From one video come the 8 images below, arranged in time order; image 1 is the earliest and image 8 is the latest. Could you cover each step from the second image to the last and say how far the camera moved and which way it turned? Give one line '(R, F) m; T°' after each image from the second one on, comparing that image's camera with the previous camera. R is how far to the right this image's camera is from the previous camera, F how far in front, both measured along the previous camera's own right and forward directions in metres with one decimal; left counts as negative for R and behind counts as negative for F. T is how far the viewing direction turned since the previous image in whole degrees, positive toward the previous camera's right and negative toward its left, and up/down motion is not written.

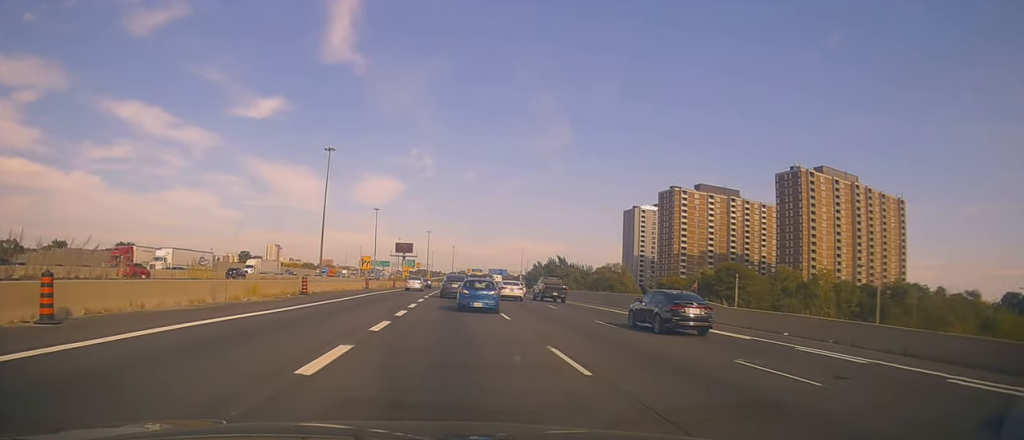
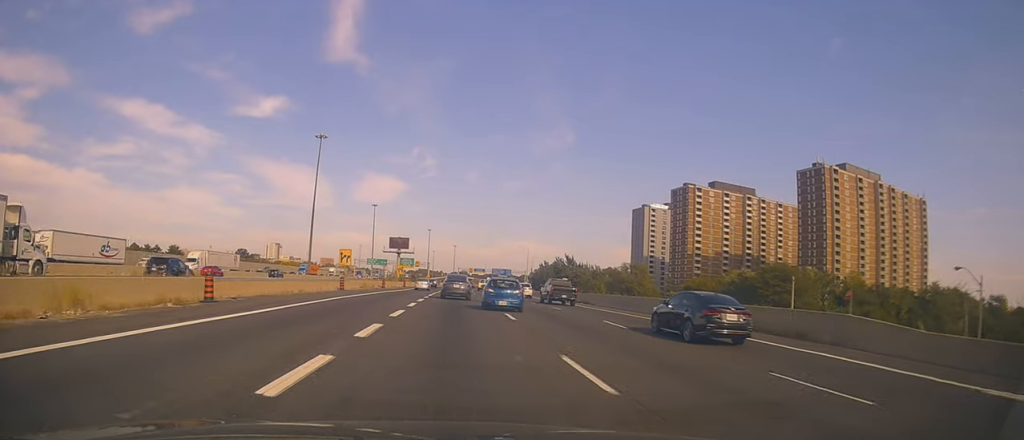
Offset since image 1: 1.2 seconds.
(+0.2, +13.6) m; -1°
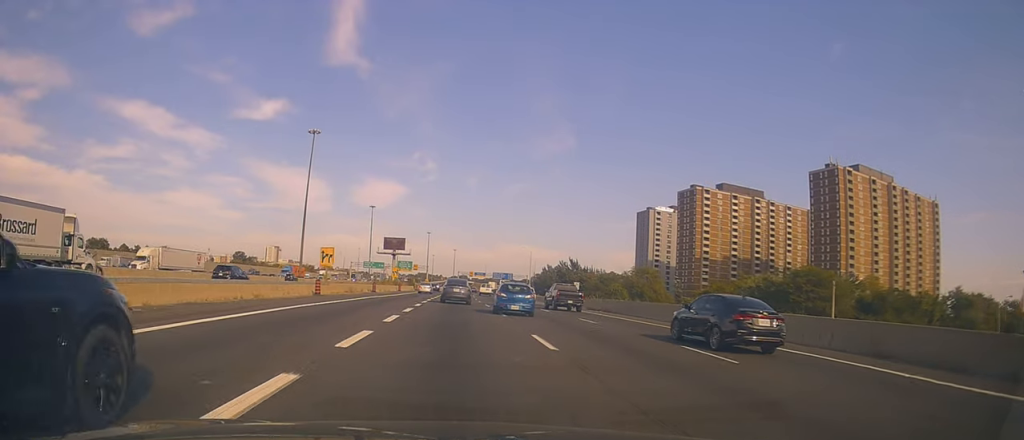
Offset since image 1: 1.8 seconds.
(-0.2, +7.7) m; -1°
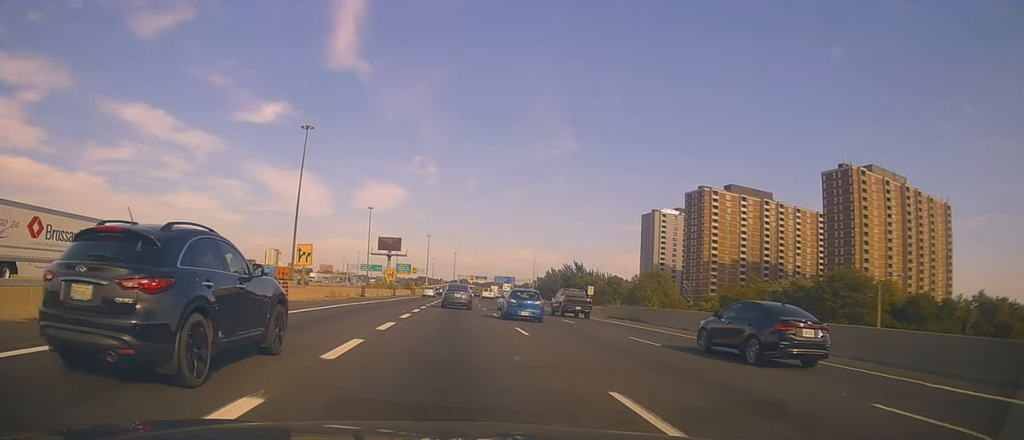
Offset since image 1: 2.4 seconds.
(-0.2, +7.0) m; 0°
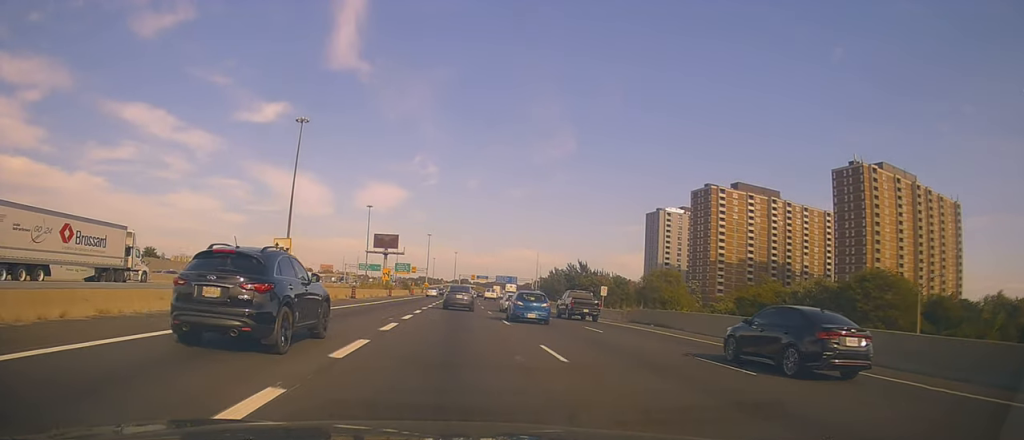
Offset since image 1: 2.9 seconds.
(+0.2, +5.2) m; +1°
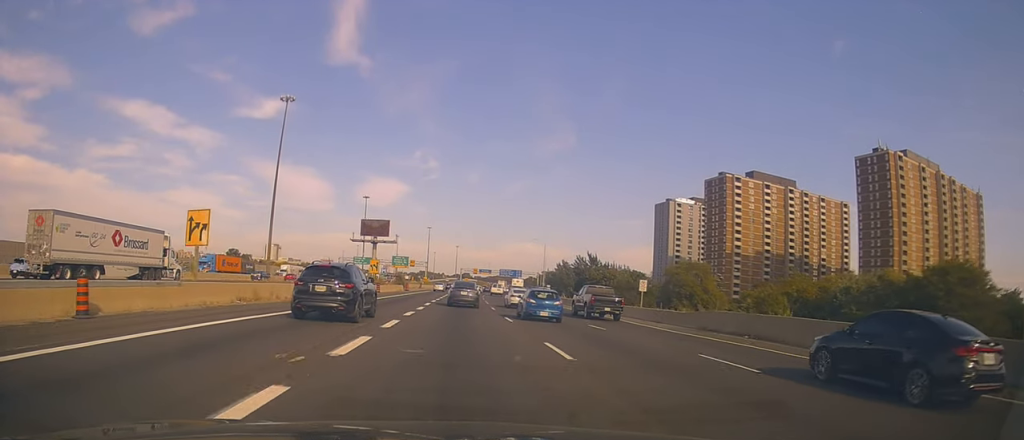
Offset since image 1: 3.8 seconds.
(+0.3, +11.5) m; +1°
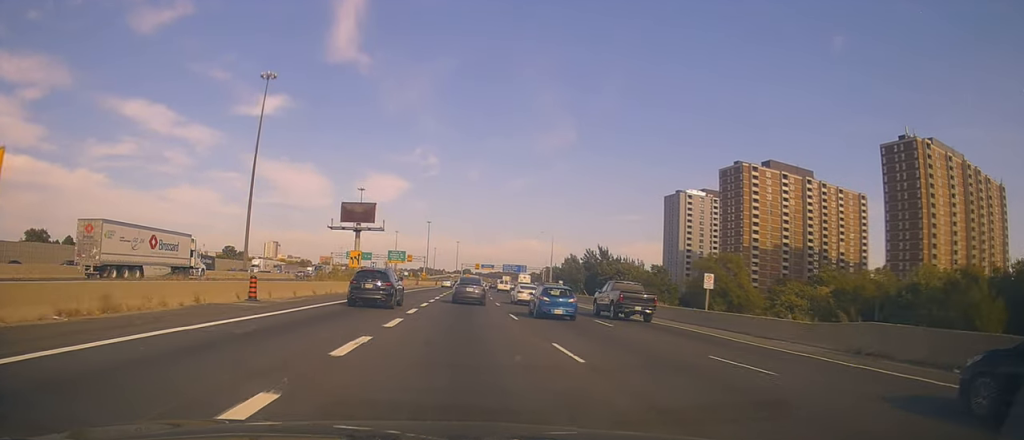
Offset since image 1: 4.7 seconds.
(-0.1, +12.0) m; -1°
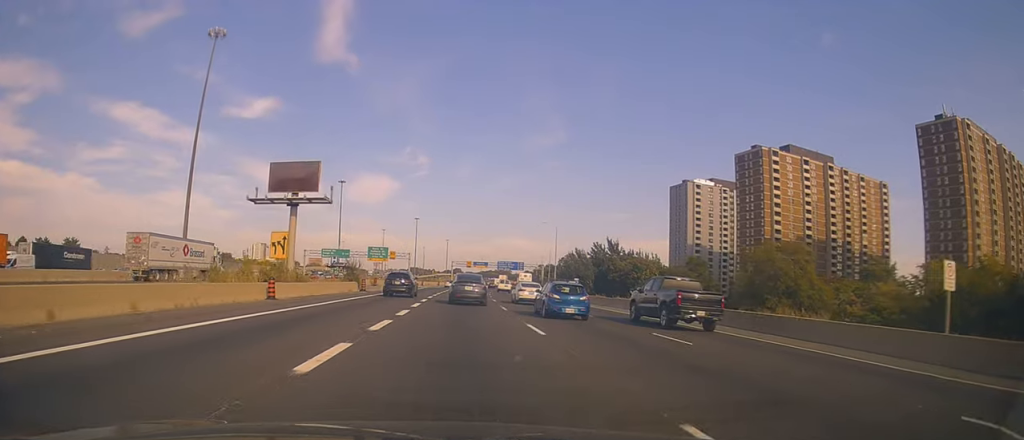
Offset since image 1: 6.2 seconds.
(+0.1, +20.0) m; 0°
